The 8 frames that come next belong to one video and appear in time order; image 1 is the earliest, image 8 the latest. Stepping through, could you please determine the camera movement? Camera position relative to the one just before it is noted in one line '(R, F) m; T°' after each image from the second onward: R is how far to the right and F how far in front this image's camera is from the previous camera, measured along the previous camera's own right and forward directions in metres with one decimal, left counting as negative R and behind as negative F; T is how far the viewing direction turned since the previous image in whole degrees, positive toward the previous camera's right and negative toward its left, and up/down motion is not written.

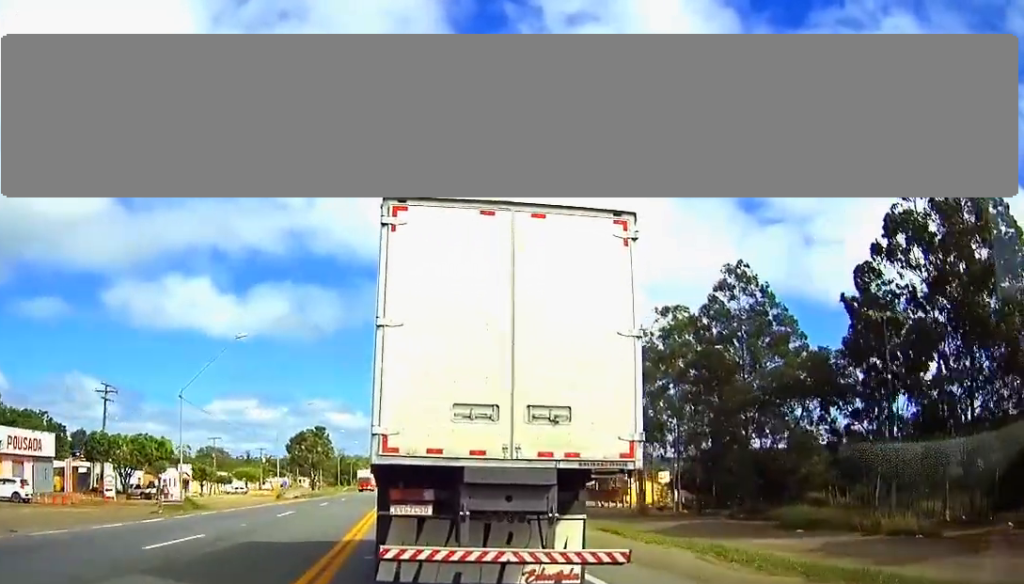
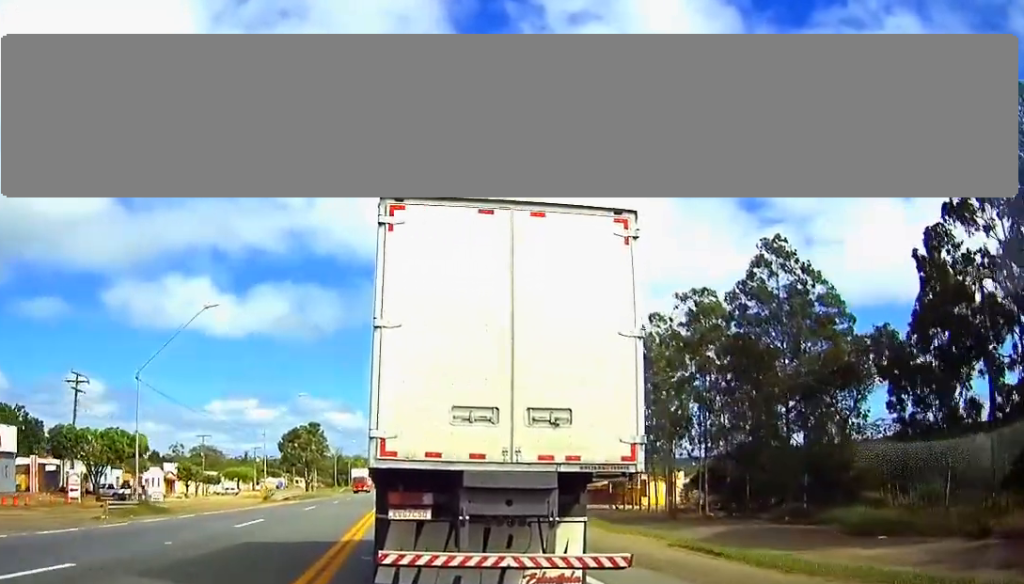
(0.0, +7.6) m; 0°
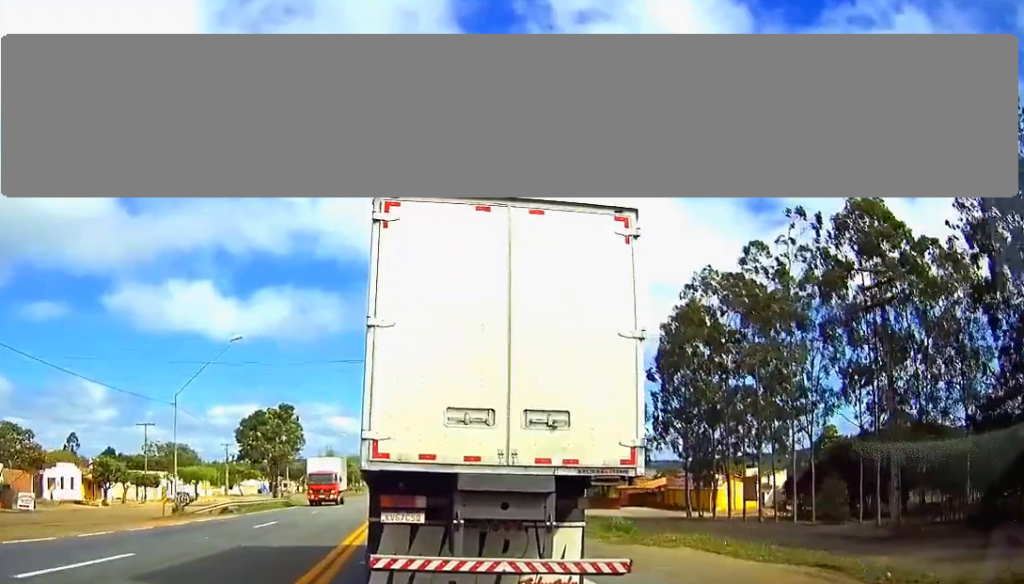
(-0.2, +29.5) m; -1°
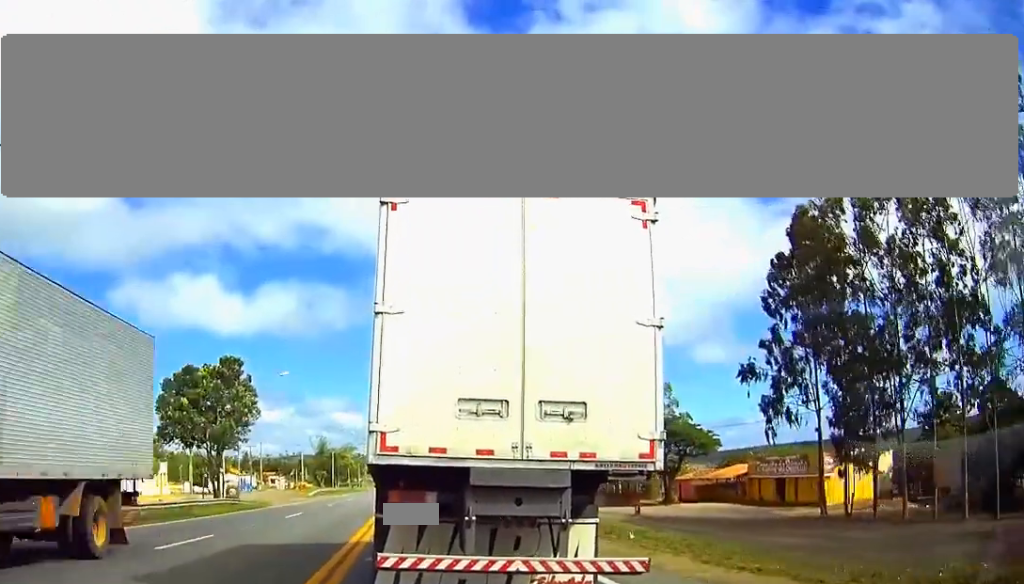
(0.0, +26.7) m; 0°
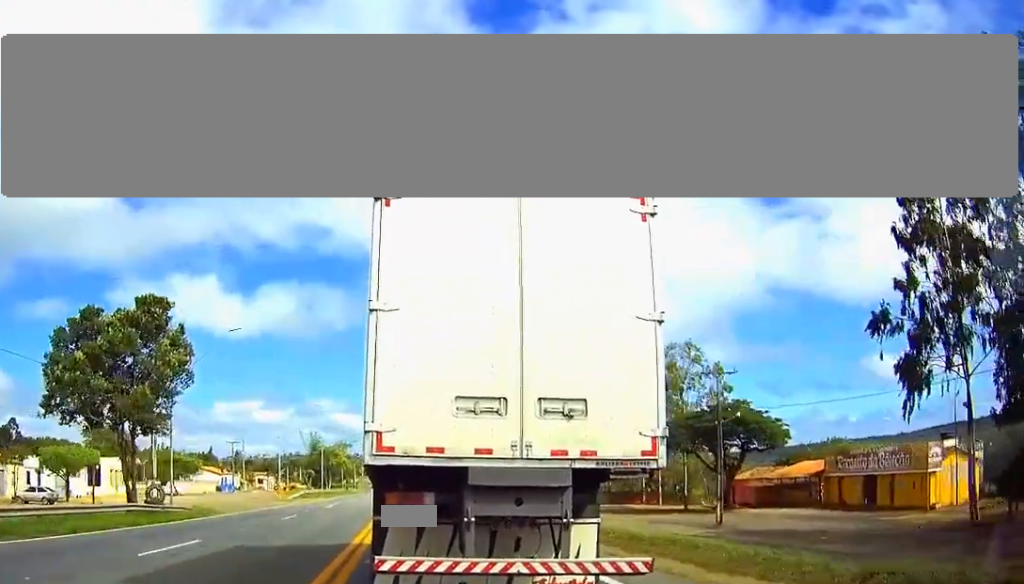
(0.0, +17.3) m; 0°
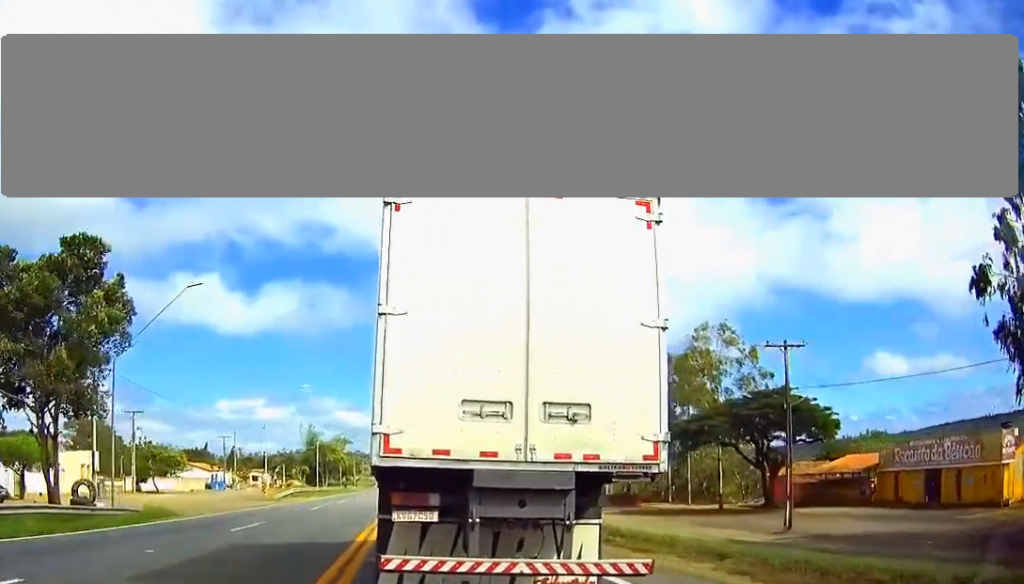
(0.0, +9.2) m; 0°
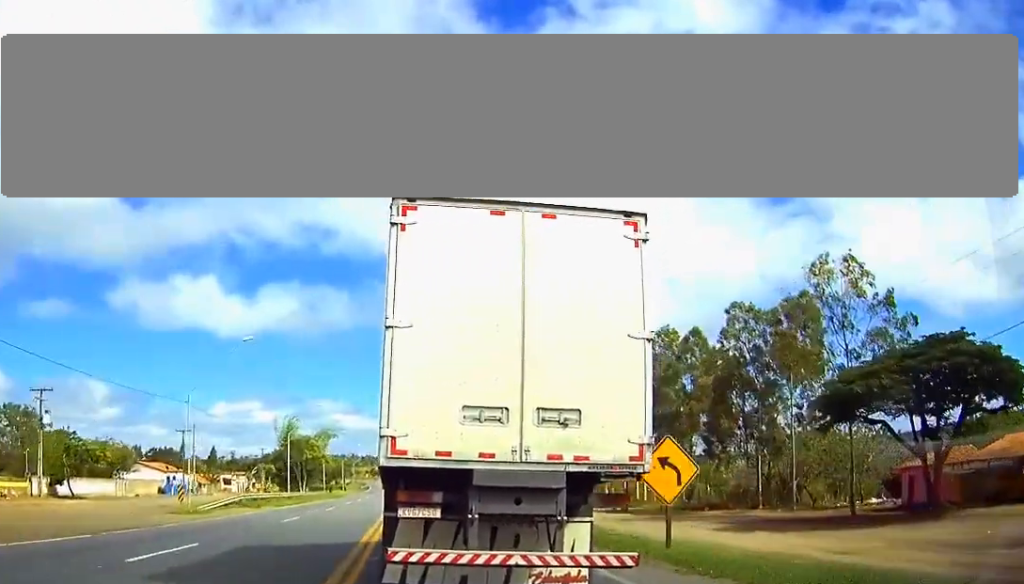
(-0.1, +24.4) m; 0°
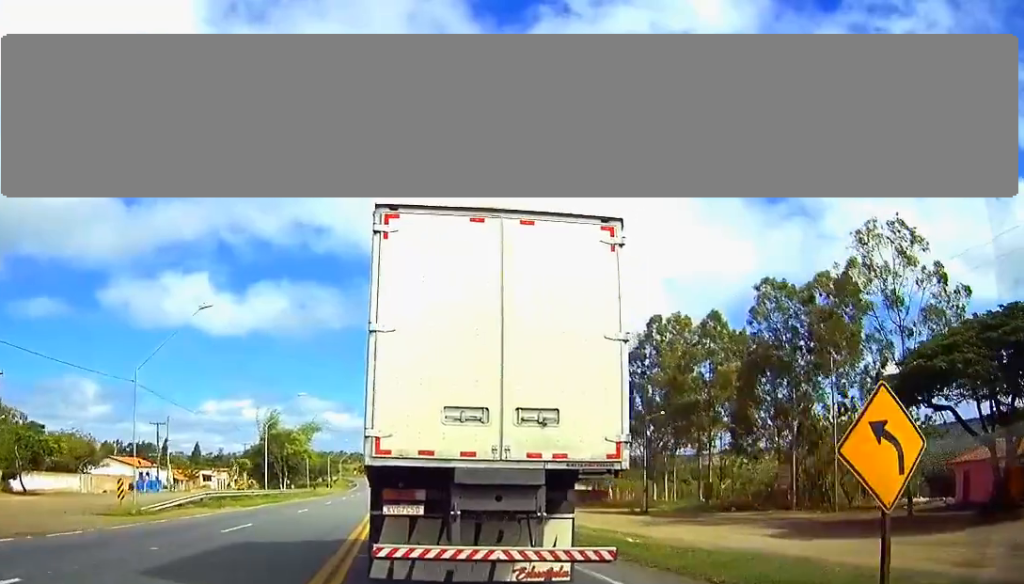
(0.0, +7.9) m; 0°
